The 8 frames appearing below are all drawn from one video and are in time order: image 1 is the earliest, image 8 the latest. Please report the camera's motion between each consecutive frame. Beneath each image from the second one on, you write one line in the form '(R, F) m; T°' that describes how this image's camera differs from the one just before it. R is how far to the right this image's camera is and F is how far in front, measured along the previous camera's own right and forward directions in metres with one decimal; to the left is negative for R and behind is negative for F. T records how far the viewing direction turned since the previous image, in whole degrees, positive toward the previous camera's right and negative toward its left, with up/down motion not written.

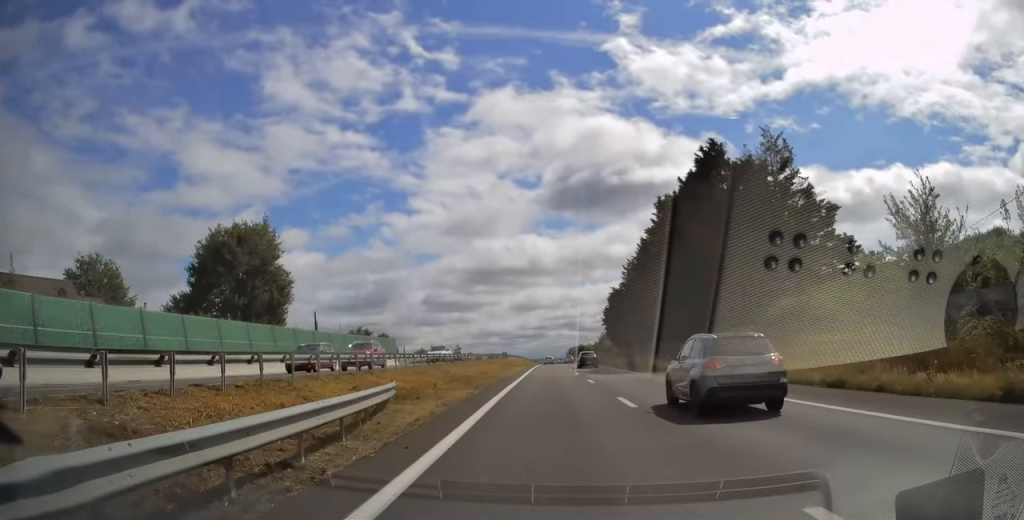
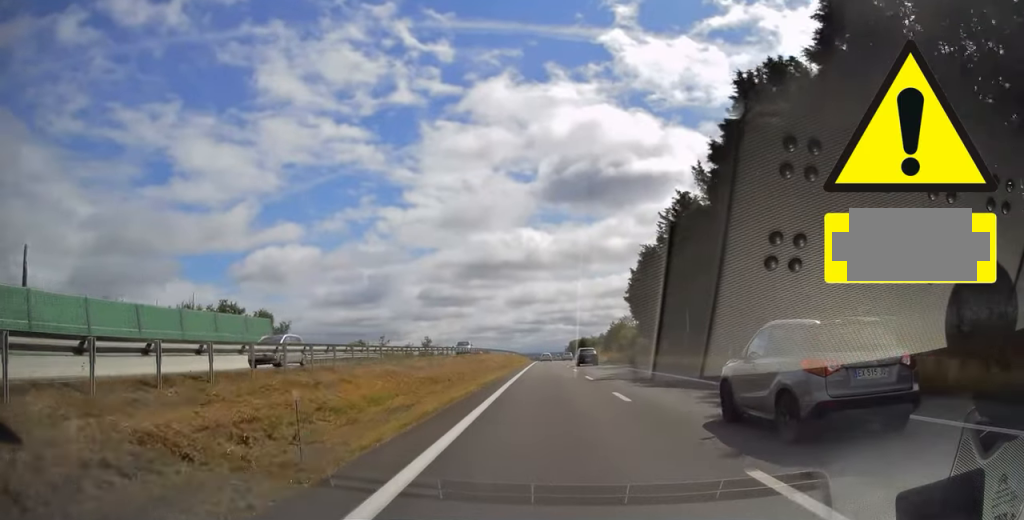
(+0.3, +36.1) m; 0°
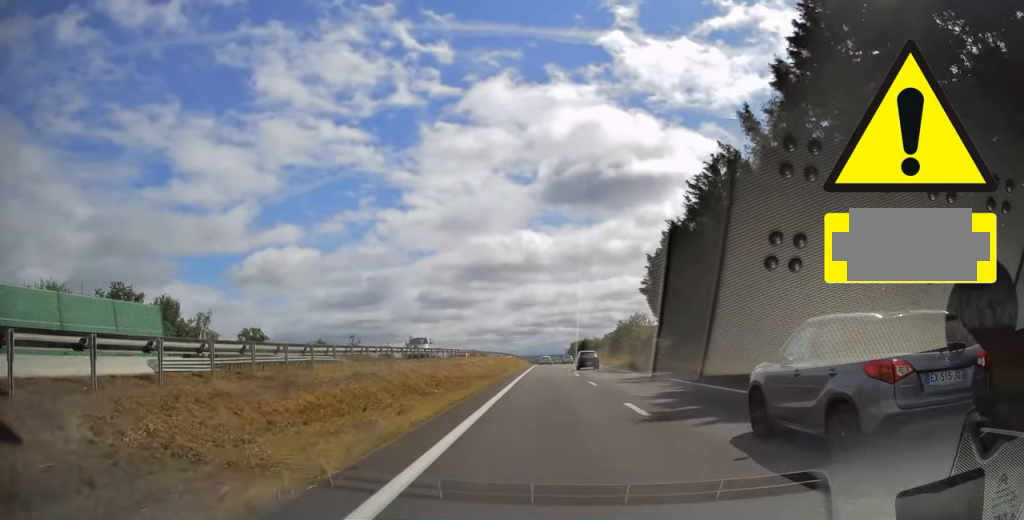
(0.0, +13.9) m; 0°
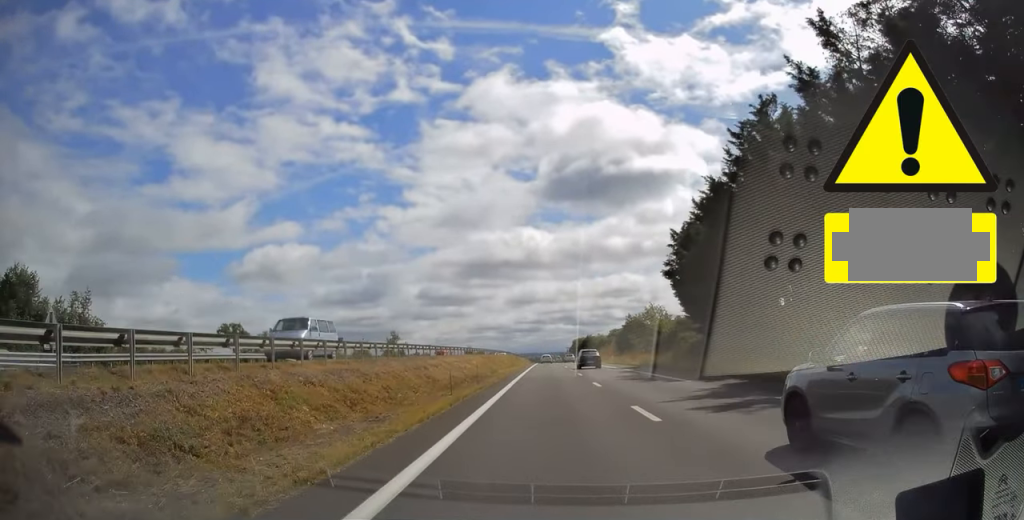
(0.0, +12.9) m; 0°
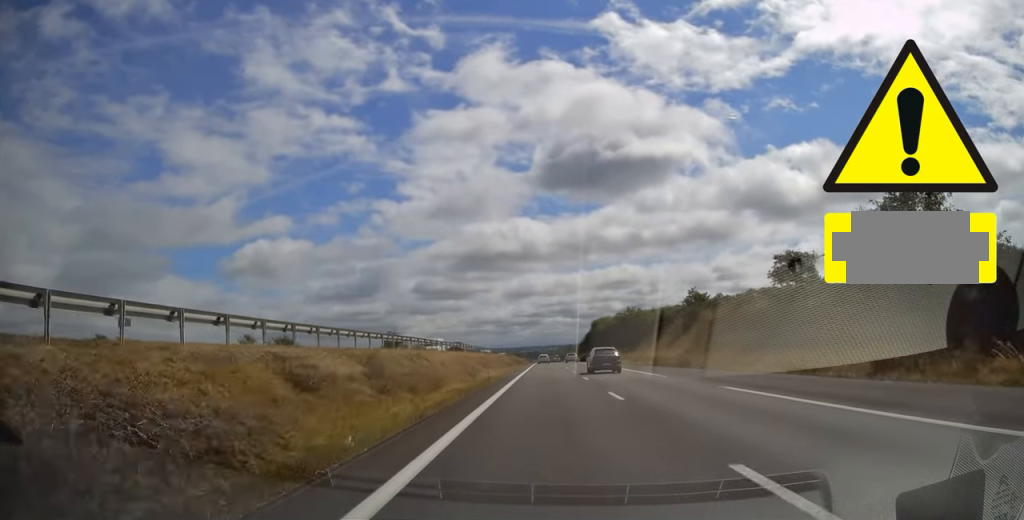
(+0.1, +92.3) m; 0°
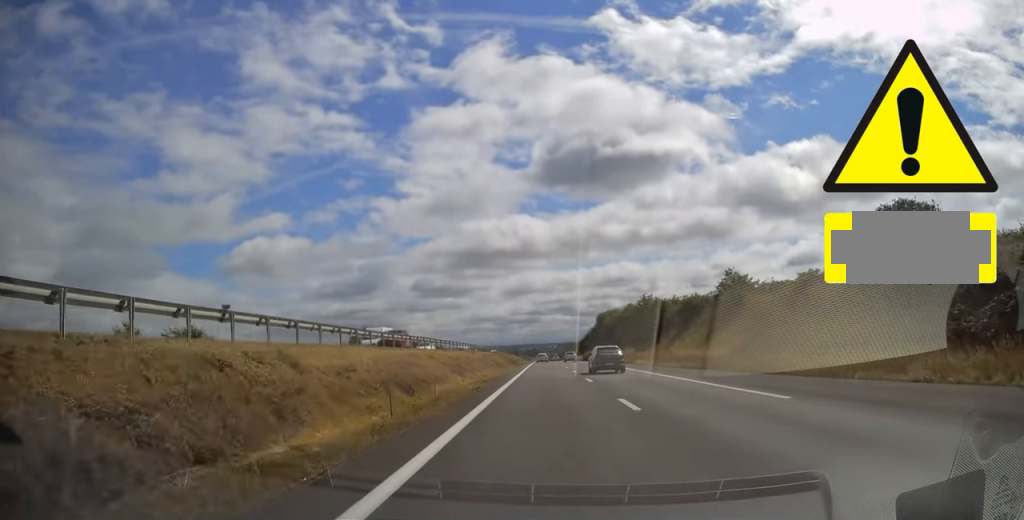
(0.0, +15.6) m; 0°
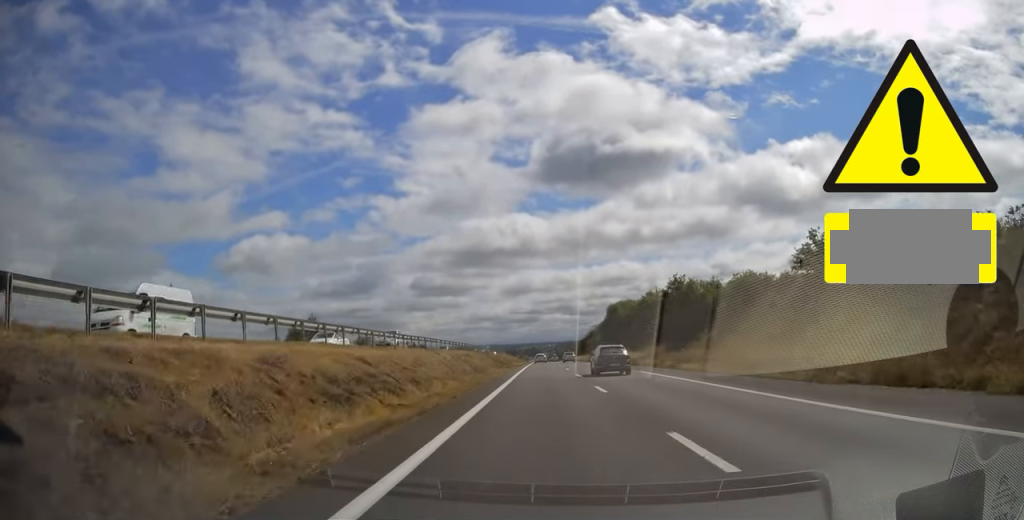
(0.0, +19.3) m; 0°
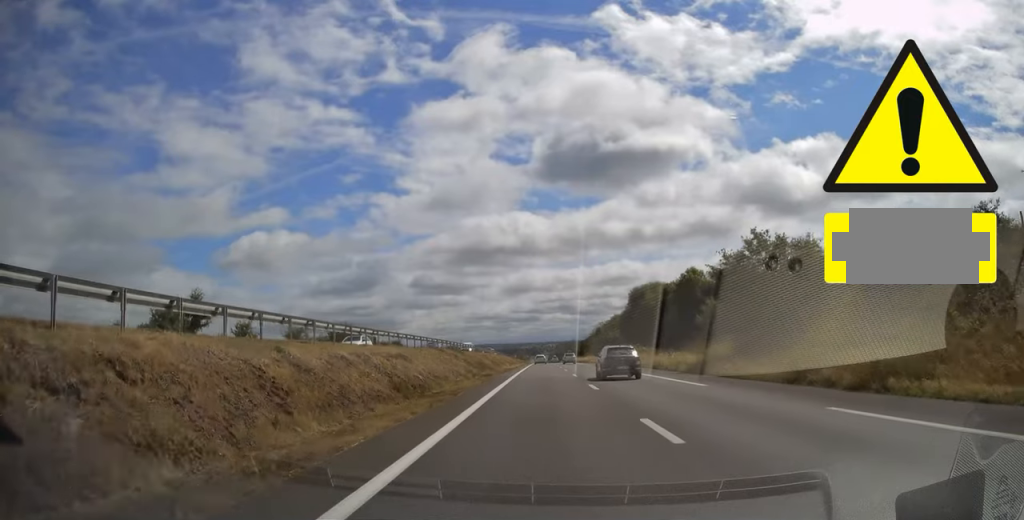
(0.0, +22.9) m; 0°
